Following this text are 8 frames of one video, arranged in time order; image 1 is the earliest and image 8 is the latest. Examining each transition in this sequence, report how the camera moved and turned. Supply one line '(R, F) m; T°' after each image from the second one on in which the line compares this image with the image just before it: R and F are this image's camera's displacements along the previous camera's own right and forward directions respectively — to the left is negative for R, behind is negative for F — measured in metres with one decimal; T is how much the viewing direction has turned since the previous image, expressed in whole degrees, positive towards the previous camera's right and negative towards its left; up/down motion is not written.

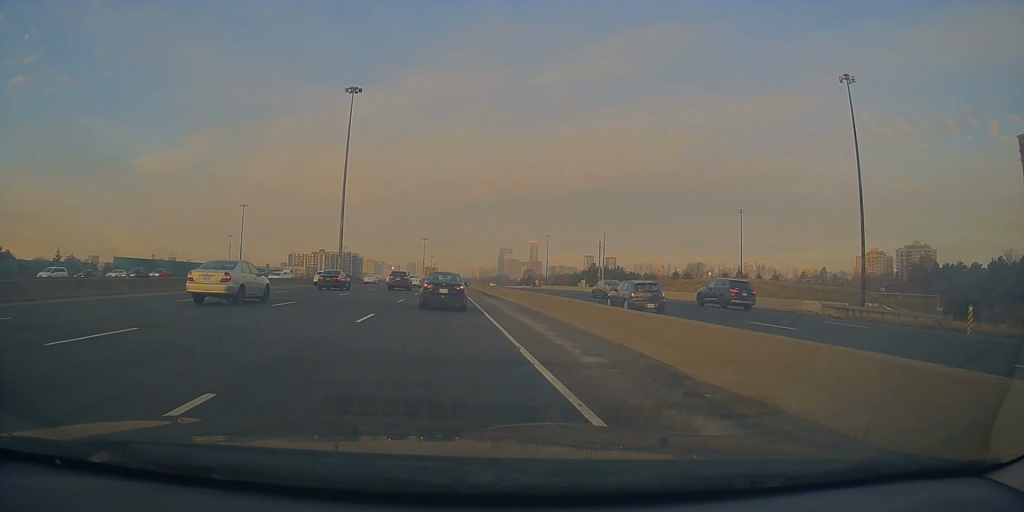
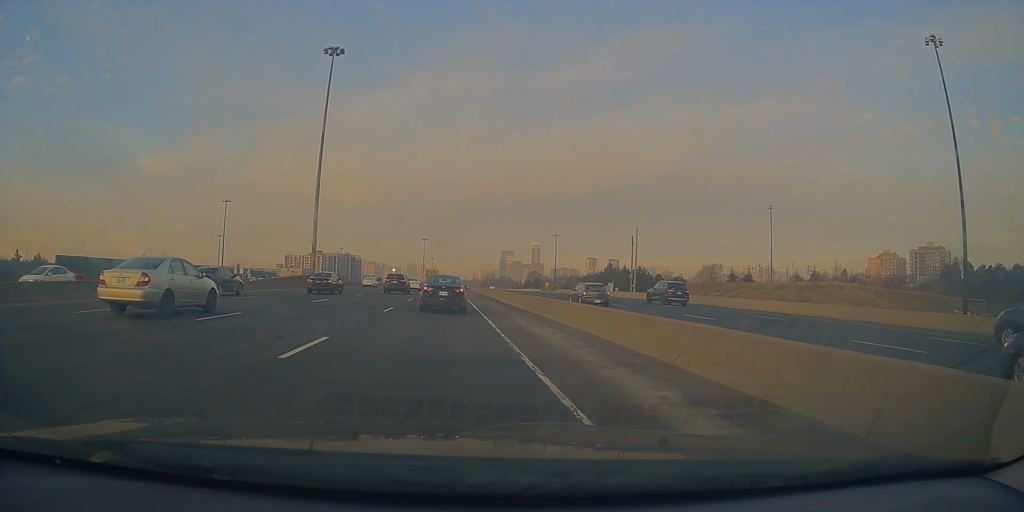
(+0.4, +18.2) m; 0°
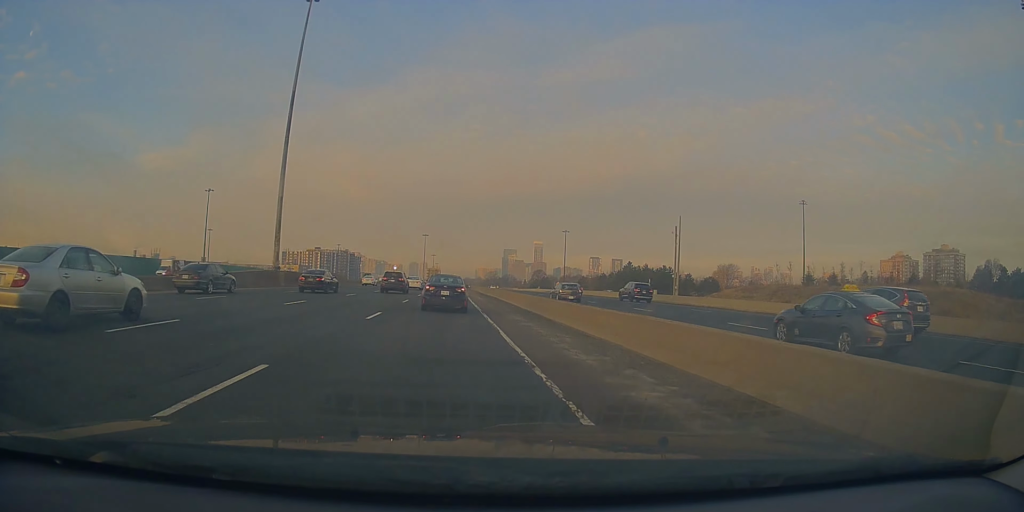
(-0.3, +16.2) m; 0°
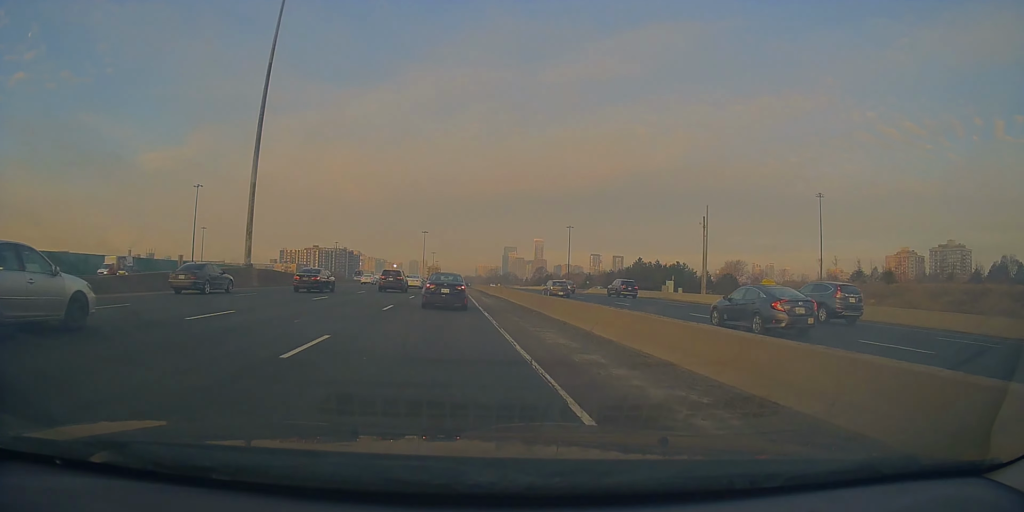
(-0.1, +8.1) m; 0°
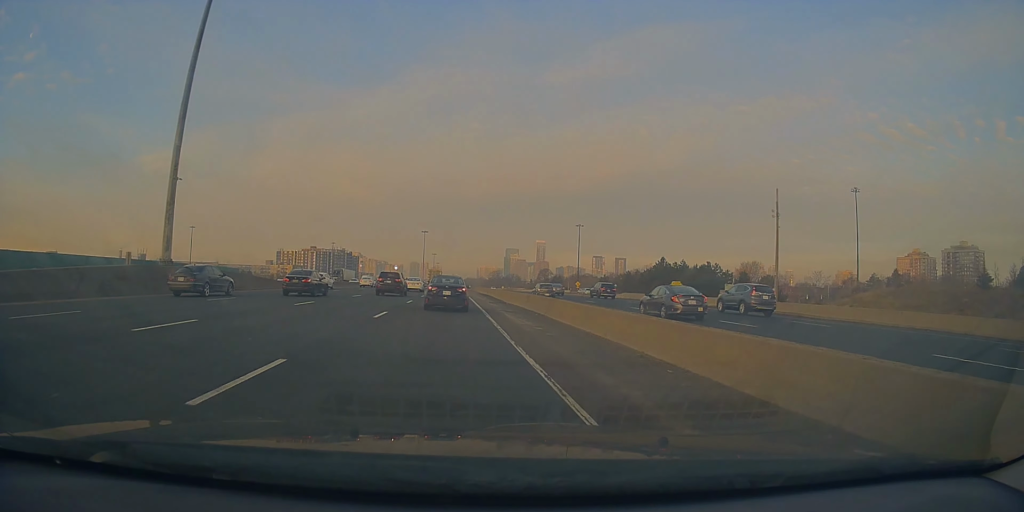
(+0.4, +14.9) m; 0°
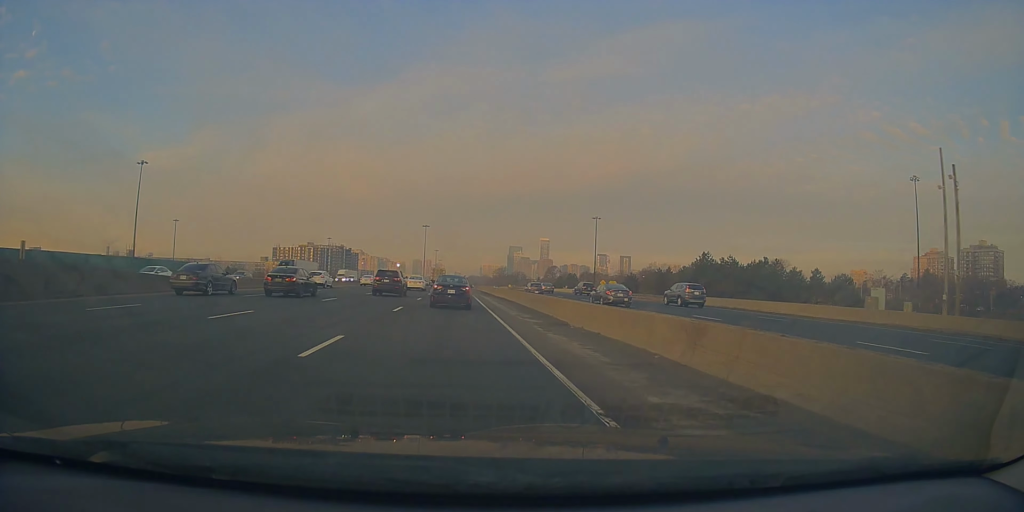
(-0.5, +20.5) m; -1°
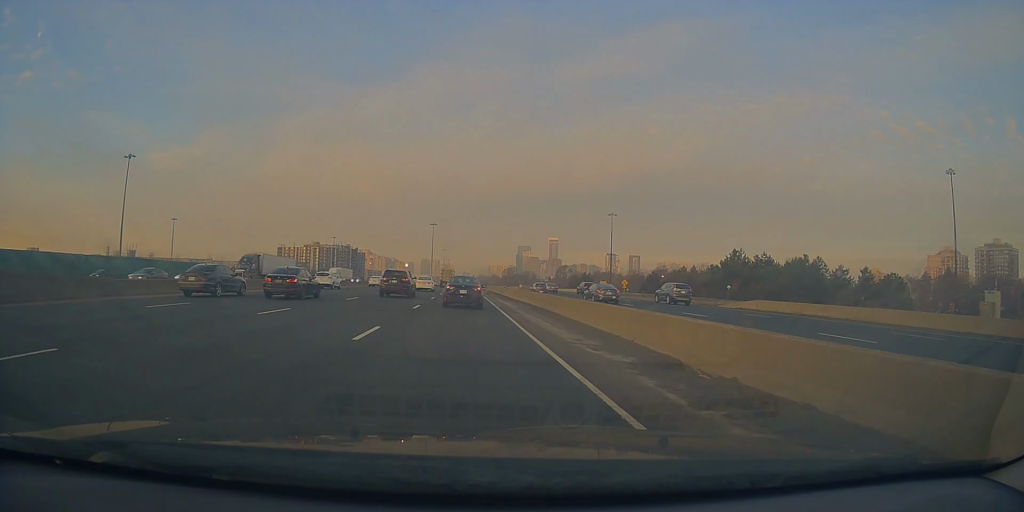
(+0.1, +9.4) m; 0°
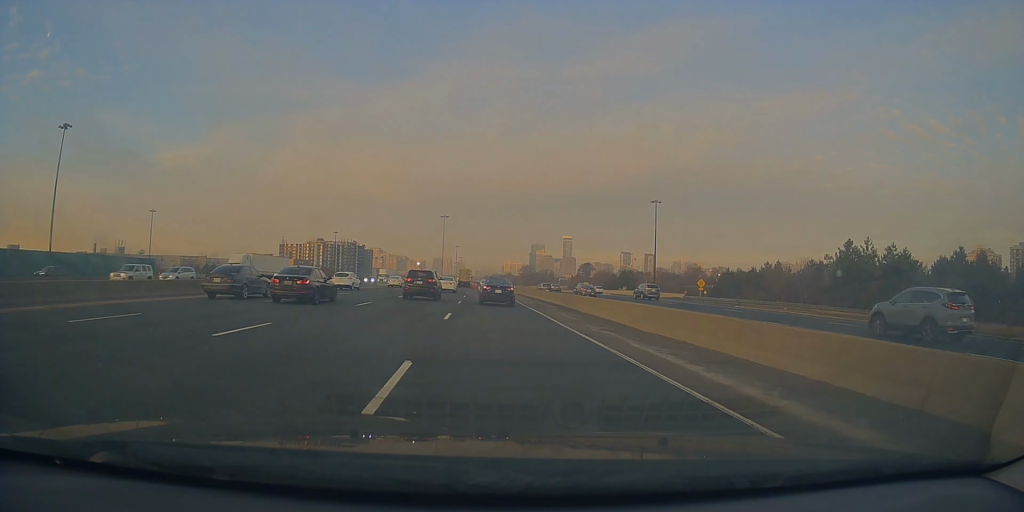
(-0.3, +29.7) m; -2°
